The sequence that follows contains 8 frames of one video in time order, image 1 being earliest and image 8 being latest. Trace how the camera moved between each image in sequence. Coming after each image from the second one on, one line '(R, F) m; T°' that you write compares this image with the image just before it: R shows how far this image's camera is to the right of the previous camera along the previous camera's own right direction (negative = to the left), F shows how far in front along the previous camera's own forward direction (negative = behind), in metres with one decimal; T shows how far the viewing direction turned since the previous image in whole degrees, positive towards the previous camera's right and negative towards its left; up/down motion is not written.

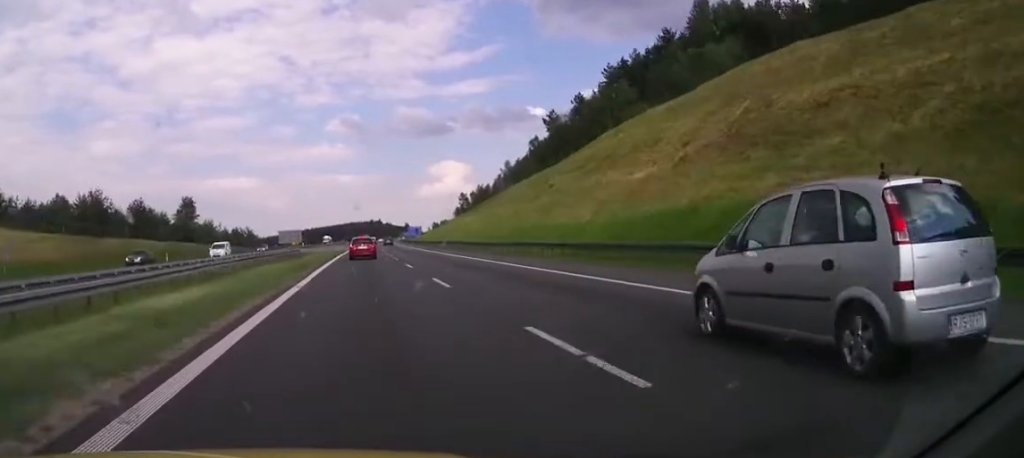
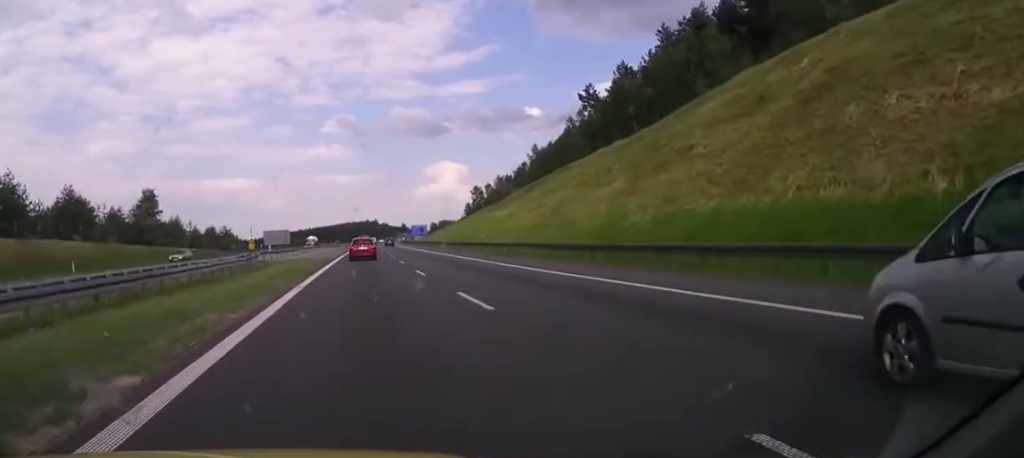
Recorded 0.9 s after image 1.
(0.0, +29.2) m; 0°
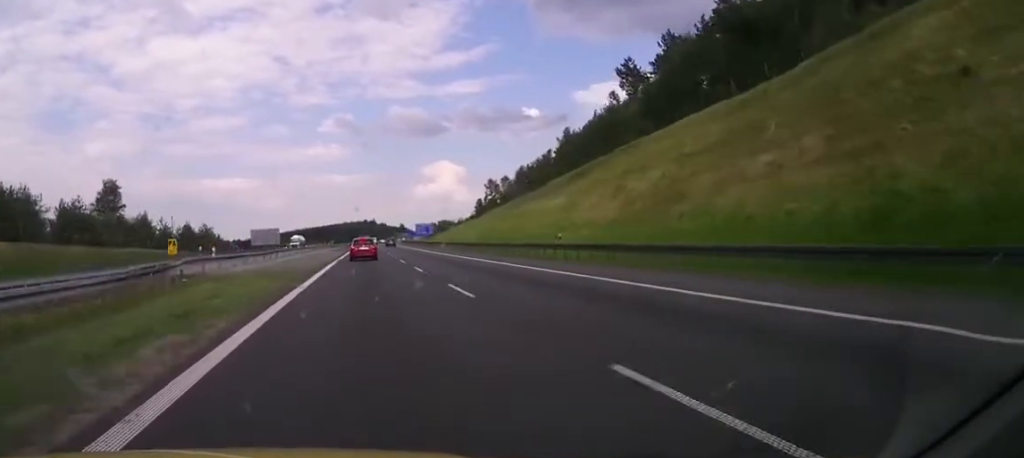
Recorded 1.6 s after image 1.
(0.0, +21.7) m; 0°
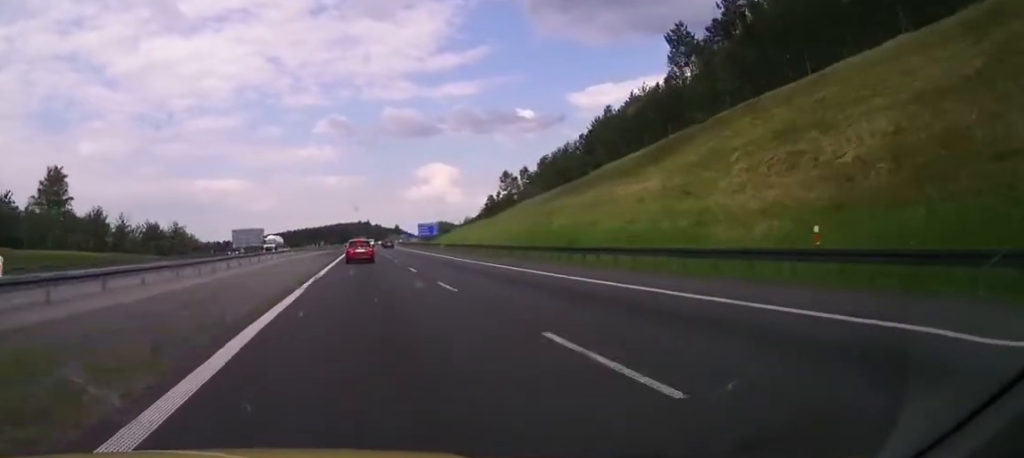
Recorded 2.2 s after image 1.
(0.0, +21.6) m; 0°
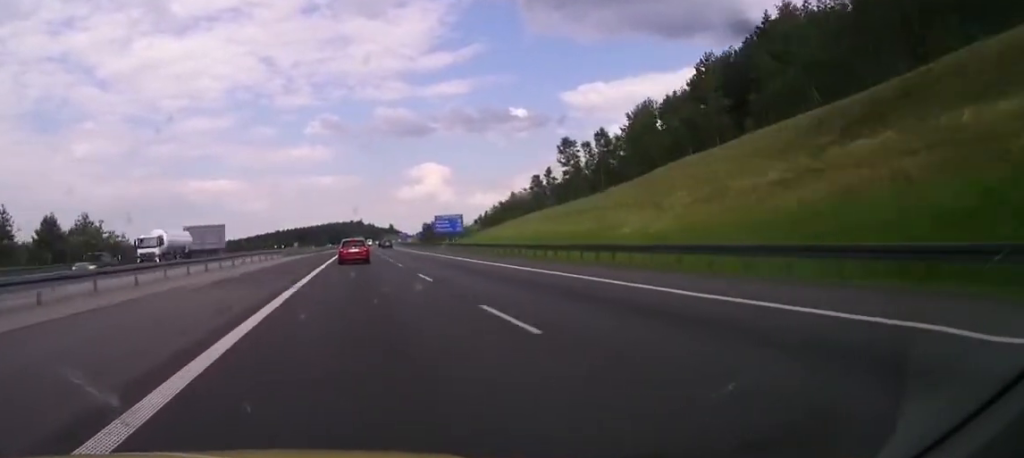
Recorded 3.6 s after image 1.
(0.0, +45.5) m; 0°
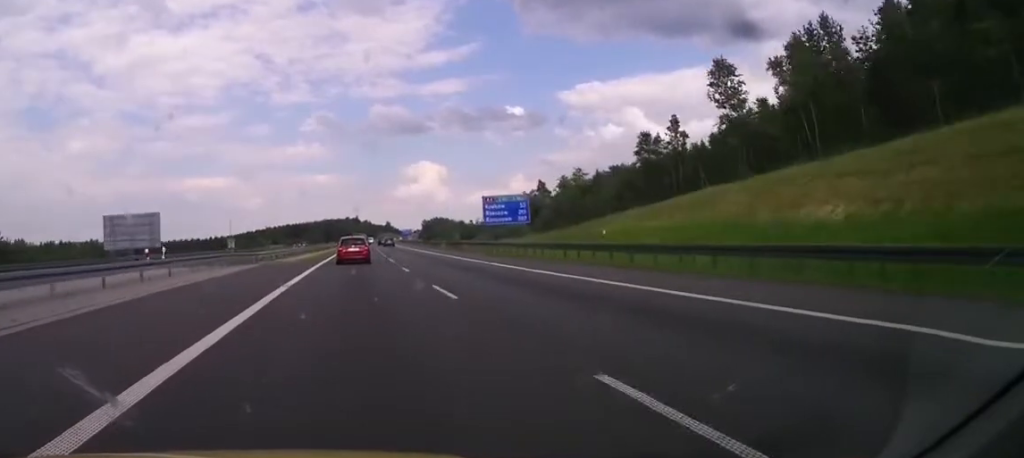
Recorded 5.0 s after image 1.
(0.0, +44.5) m; 0°
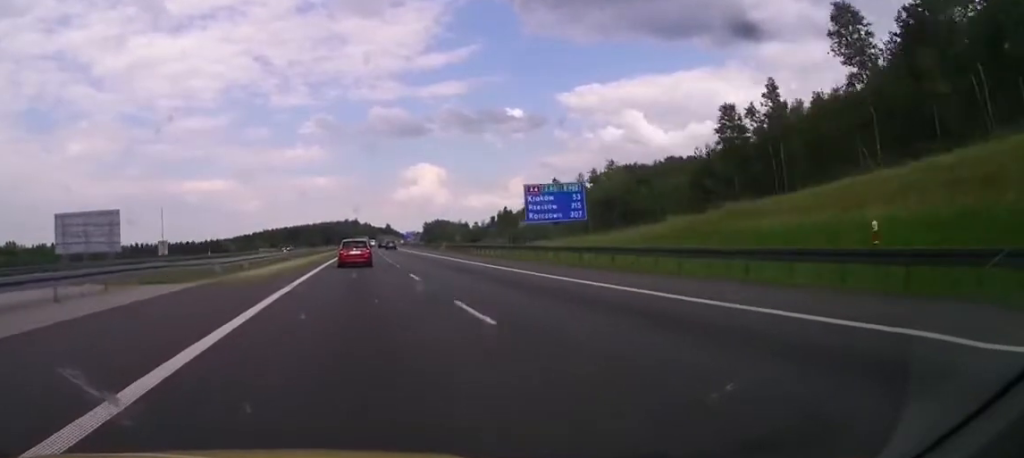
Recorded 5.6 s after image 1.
(0.0, +16.4) m; 0°
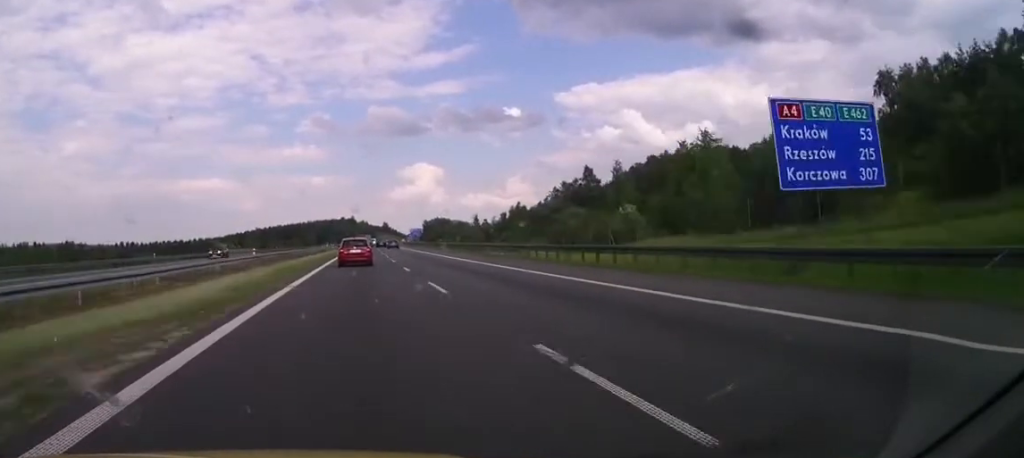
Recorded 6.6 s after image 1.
(0.0, +31.0) m; 0°
